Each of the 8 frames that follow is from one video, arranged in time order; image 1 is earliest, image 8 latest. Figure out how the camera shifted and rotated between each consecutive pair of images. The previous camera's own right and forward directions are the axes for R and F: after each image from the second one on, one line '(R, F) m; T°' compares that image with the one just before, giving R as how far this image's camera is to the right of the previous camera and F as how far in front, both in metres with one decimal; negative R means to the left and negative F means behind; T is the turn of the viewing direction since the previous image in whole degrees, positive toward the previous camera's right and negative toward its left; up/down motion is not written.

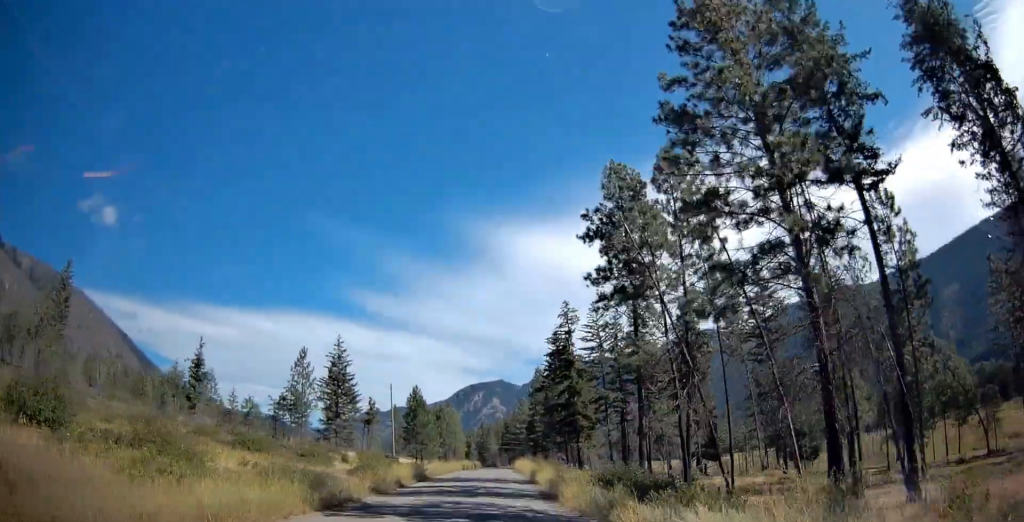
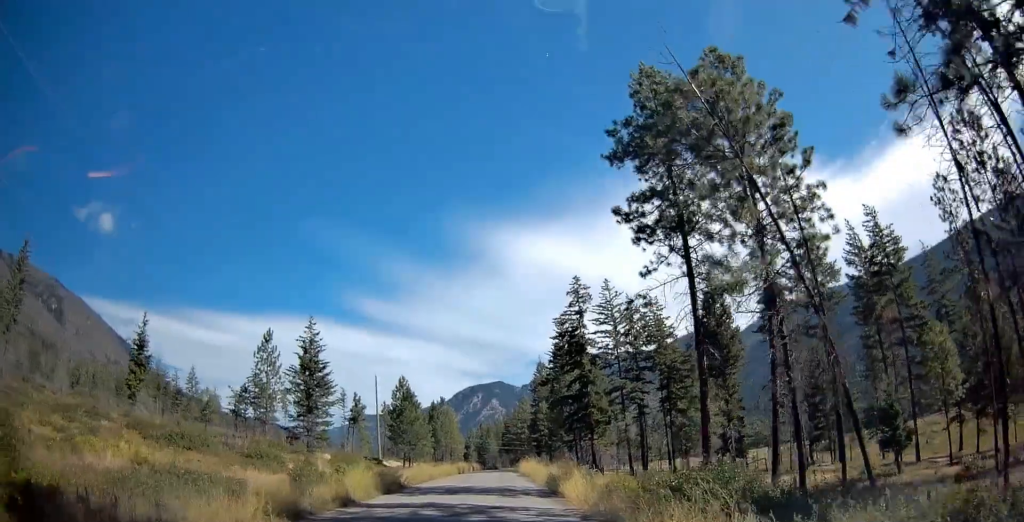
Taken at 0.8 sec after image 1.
(+0.4, +10.9) m; 0°
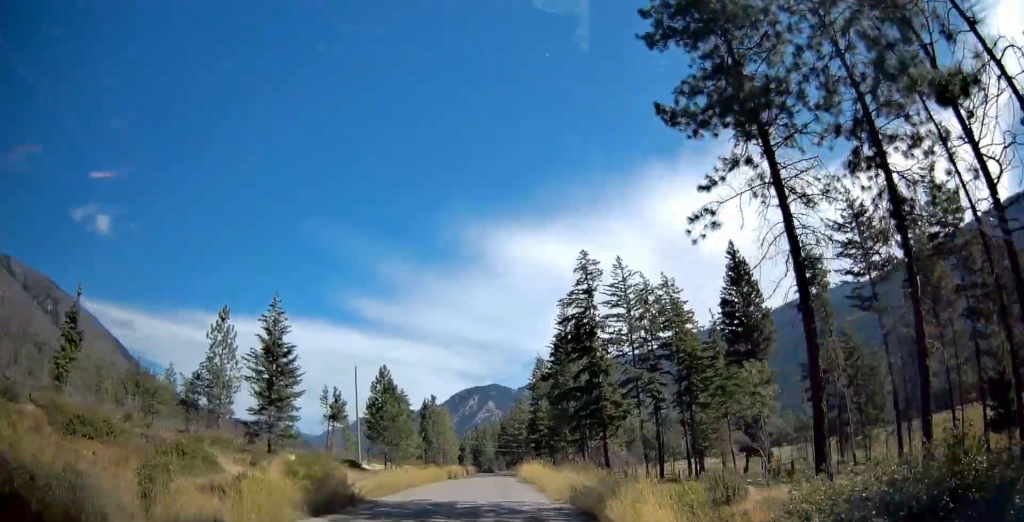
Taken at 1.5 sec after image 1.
(-0.5, +9.6) m; -1°
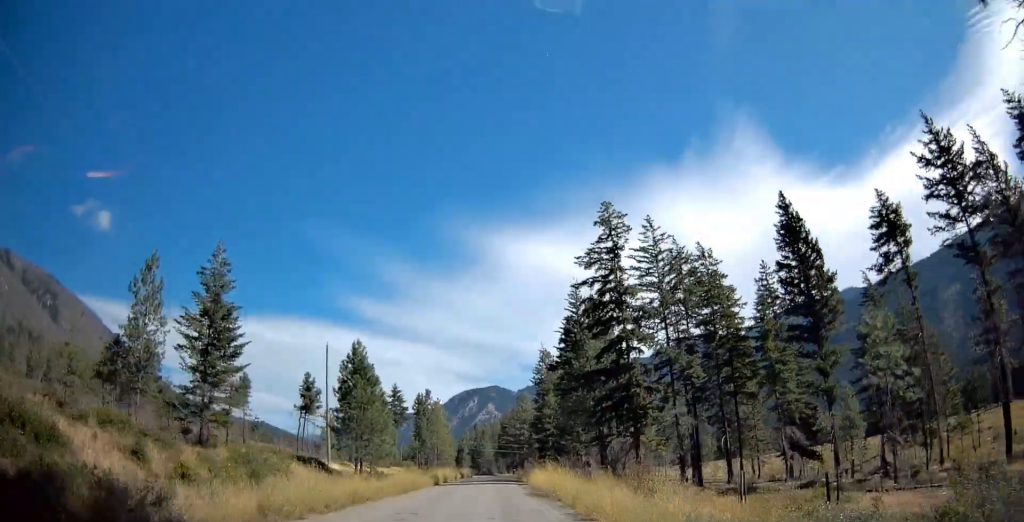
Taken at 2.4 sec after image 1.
(0.0, +12.2) m; +2°
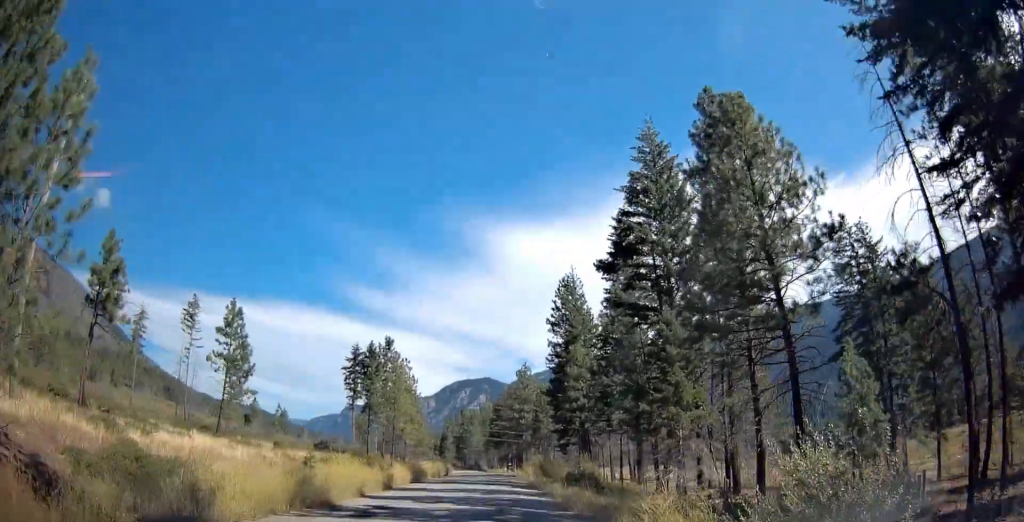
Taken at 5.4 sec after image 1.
(+0.1, +40.0) m; 0°
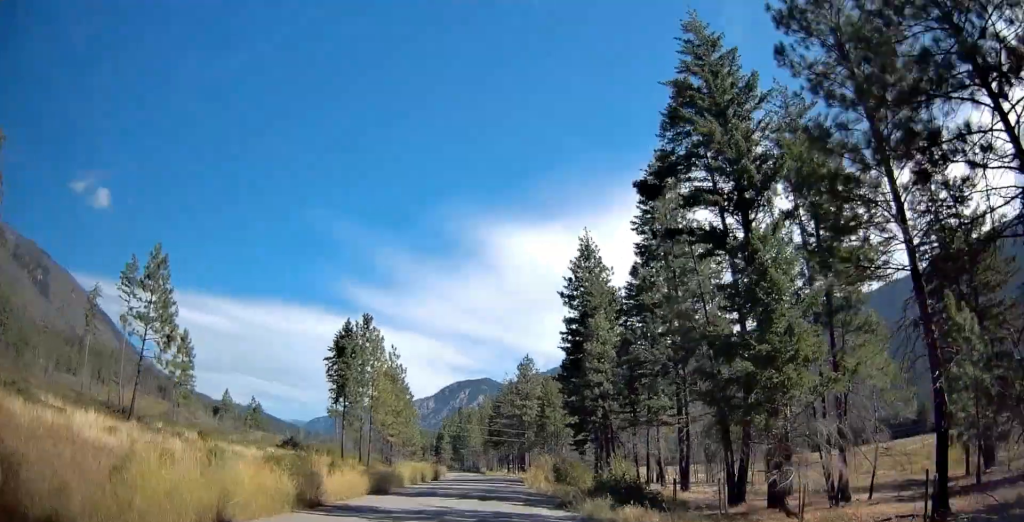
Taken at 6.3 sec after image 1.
(+0.3, +12.4) m; +1°
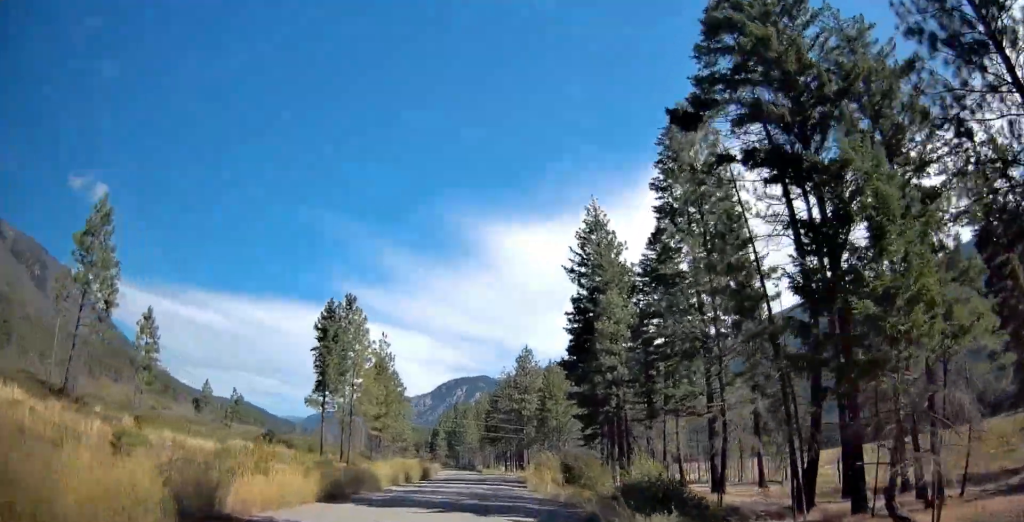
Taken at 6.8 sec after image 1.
(+0.1, +6.7) m; 0°
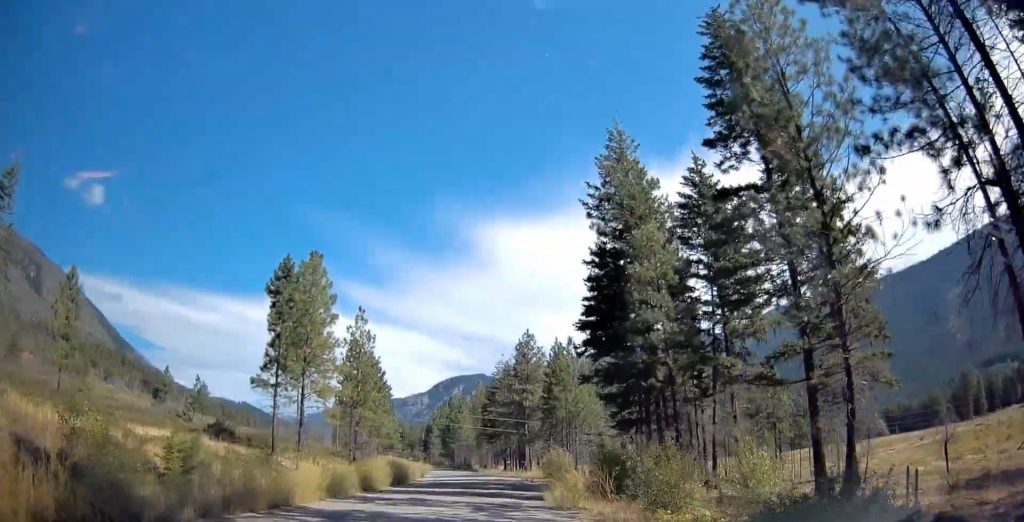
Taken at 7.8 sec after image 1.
(-0.4, +12.4) m; 0°
